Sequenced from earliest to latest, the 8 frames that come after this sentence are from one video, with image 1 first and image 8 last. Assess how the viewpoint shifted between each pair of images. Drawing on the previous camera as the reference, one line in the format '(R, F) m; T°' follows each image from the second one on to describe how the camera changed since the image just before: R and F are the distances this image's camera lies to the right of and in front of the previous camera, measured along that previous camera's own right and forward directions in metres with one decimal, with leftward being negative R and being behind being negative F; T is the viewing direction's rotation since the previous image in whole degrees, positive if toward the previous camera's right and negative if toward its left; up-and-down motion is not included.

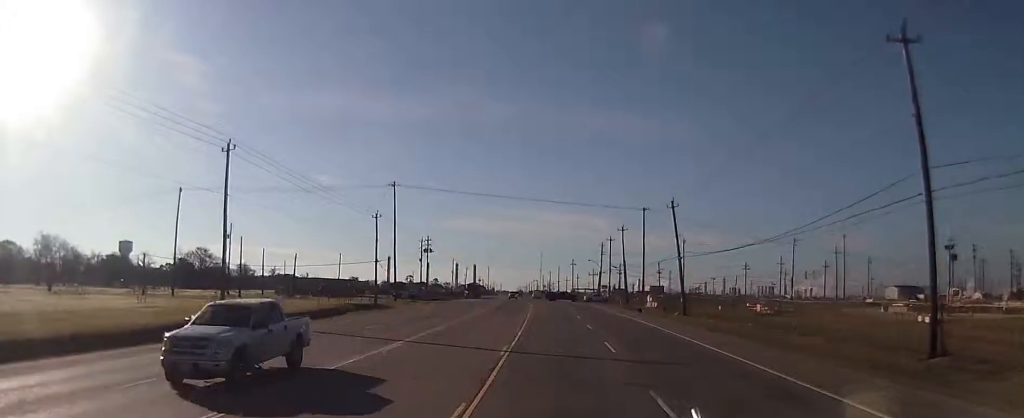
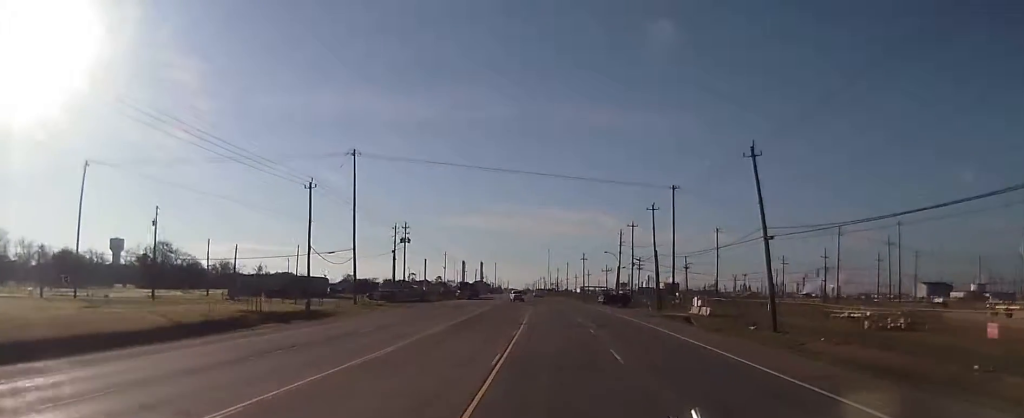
(-0.6, +27.8) m; -2°
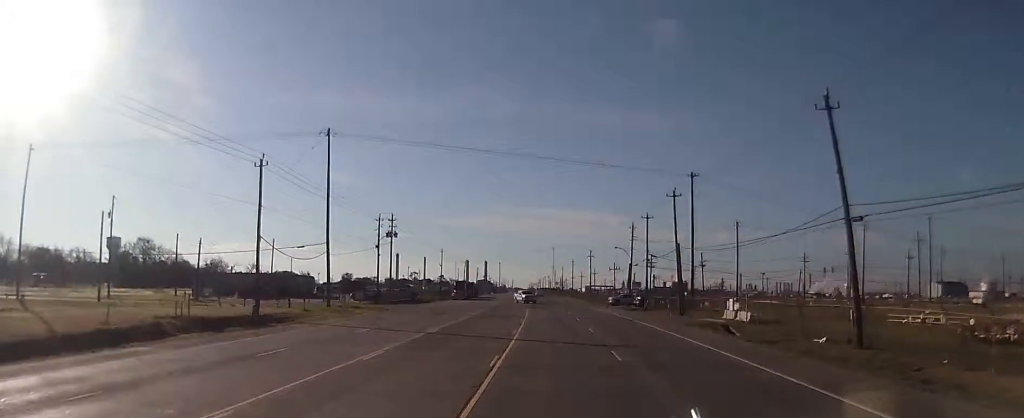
(-0.1, +12.4) m; +1°
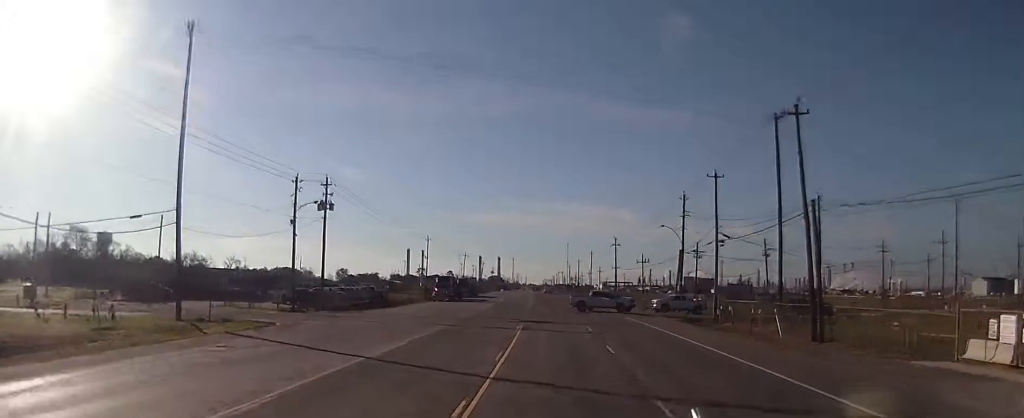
(-0.2, +35.3) m; -2°
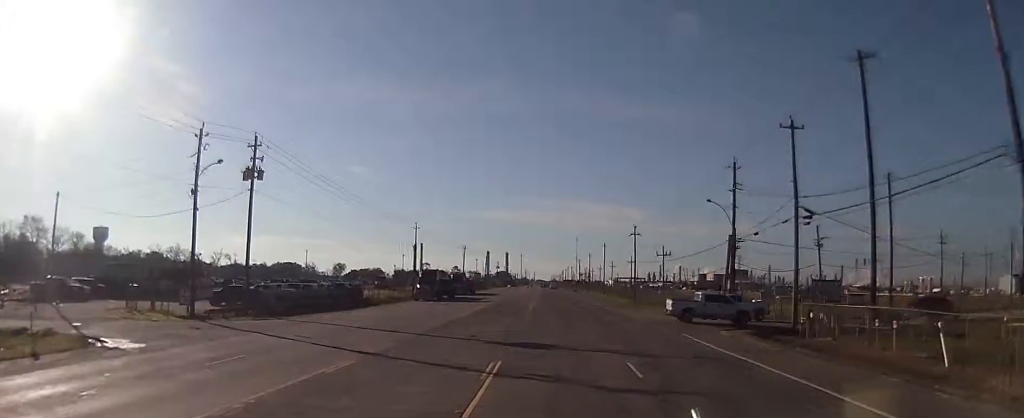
(-0.2, +18.6) m; 0°
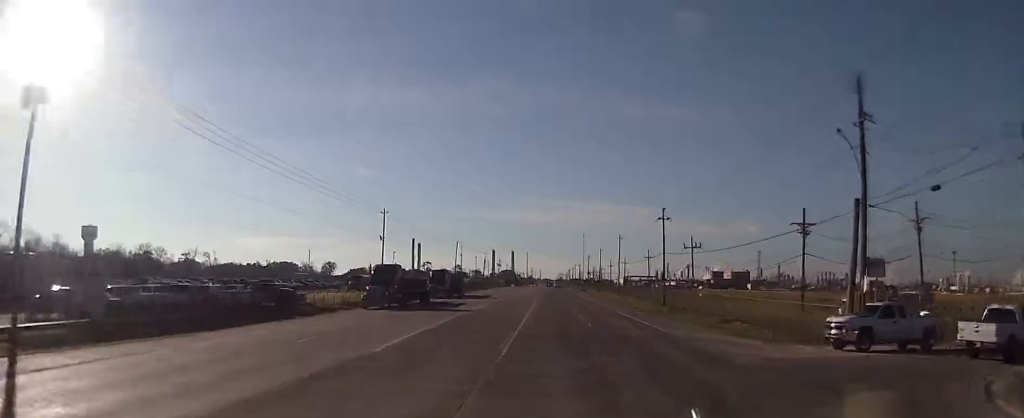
(+0.3, +24.0) m; 0°
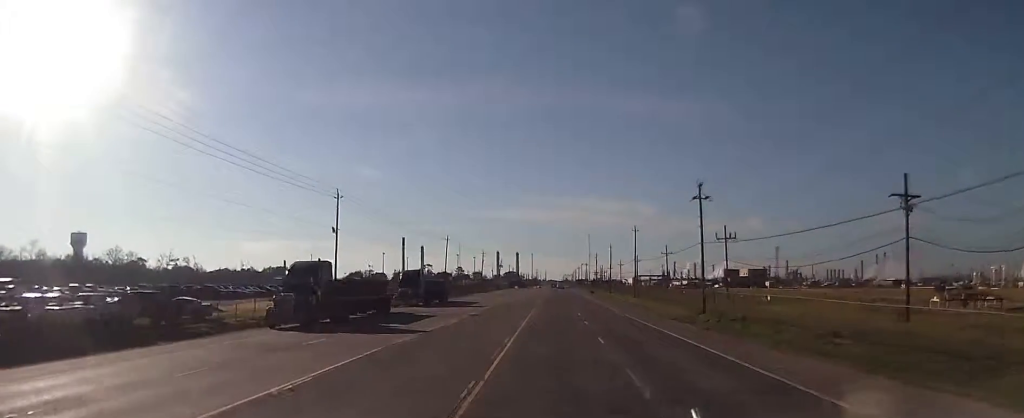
(-0.3, +20.4) m; -1°
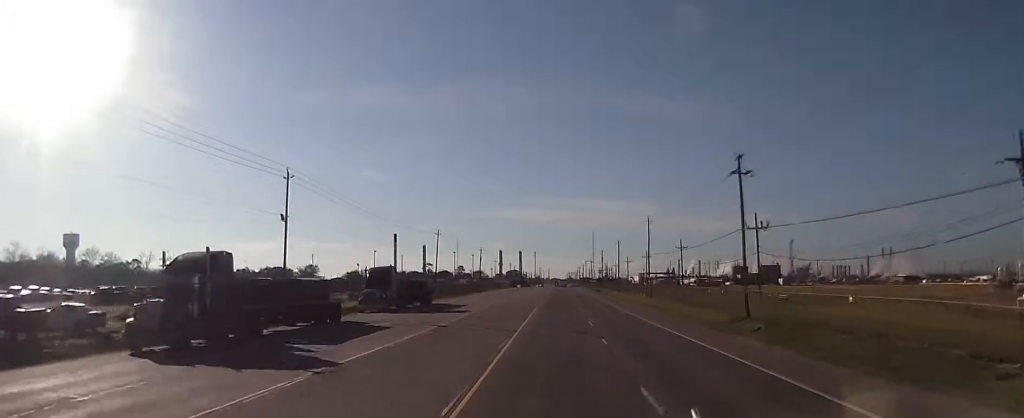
(-0.1, +13.8) m; 0°
